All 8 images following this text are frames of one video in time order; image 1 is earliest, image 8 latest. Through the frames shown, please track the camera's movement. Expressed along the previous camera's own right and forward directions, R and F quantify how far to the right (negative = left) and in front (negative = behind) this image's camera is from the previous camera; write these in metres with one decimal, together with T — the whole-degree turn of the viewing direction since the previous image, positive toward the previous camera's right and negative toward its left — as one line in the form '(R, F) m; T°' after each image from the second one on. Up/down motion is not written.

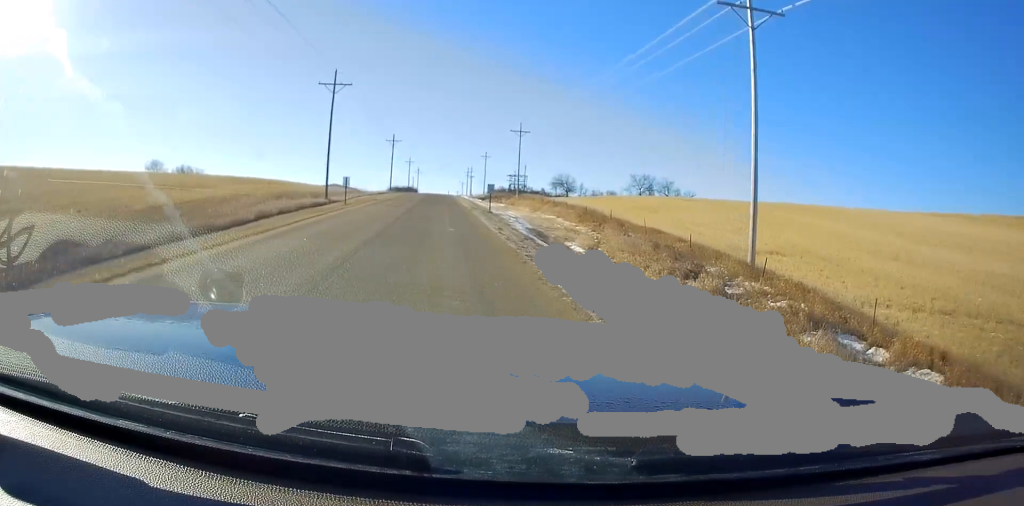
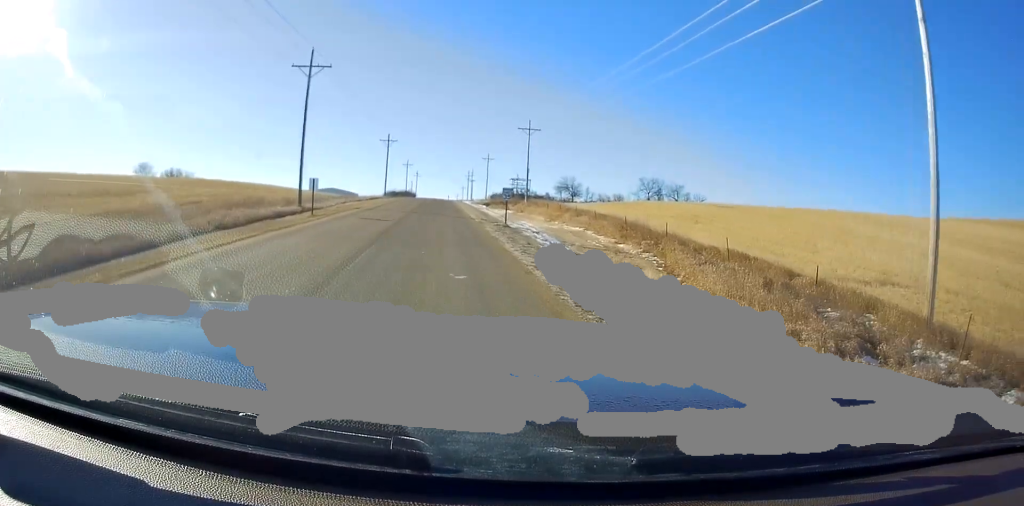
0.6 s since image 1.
(0.0, +9.8) m; 0°
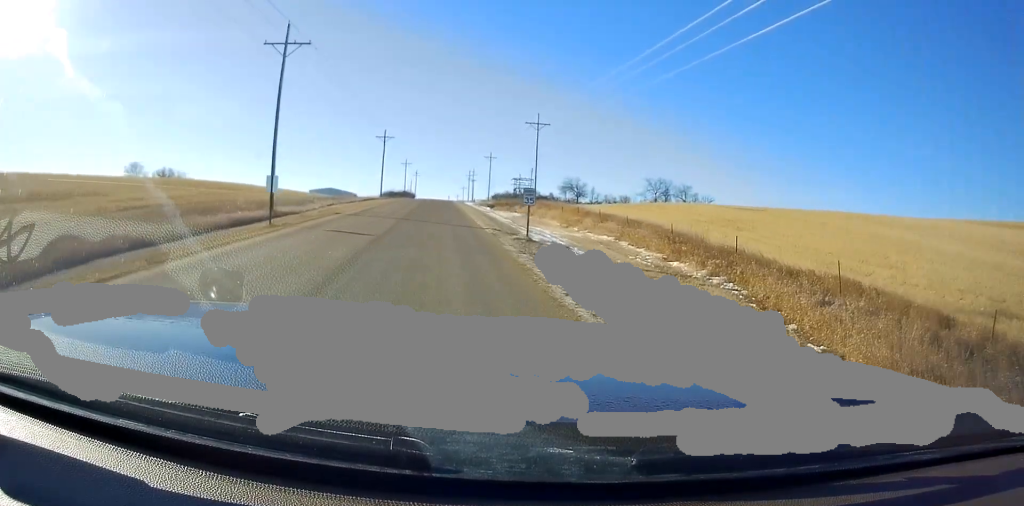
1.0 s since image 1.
(0.0, +7.2) m; 0°
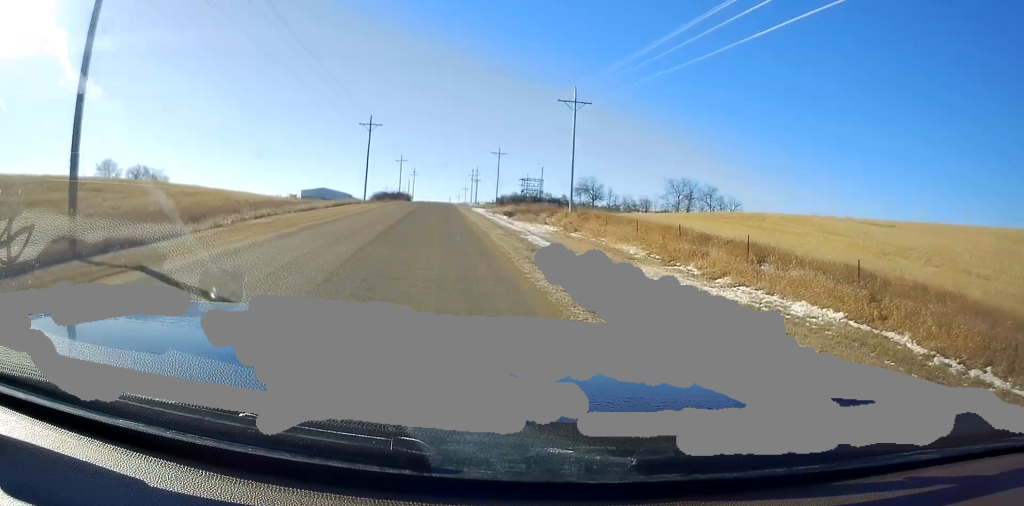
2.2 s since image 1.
(-0.2, +20.2) m; -1°
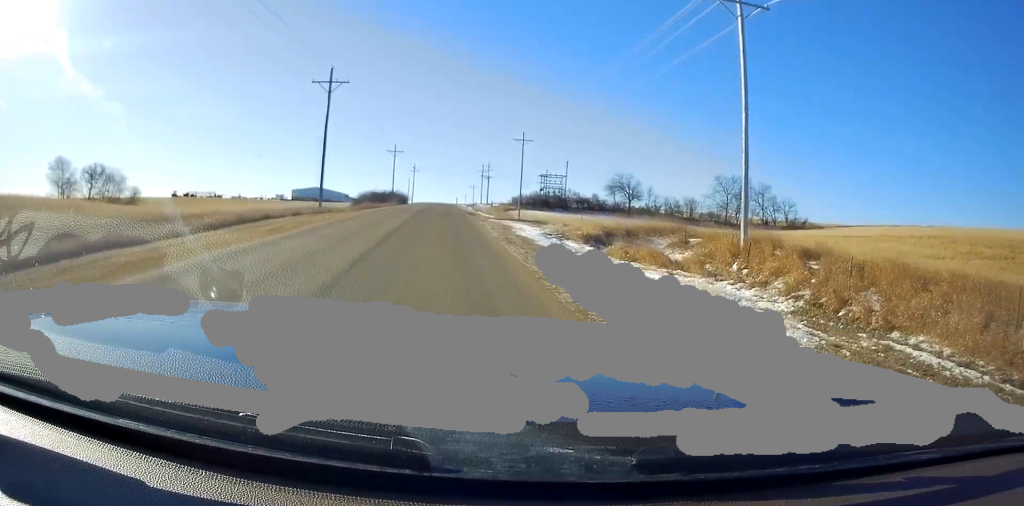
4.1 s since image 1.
(+0.2, +30.3) m; +1°
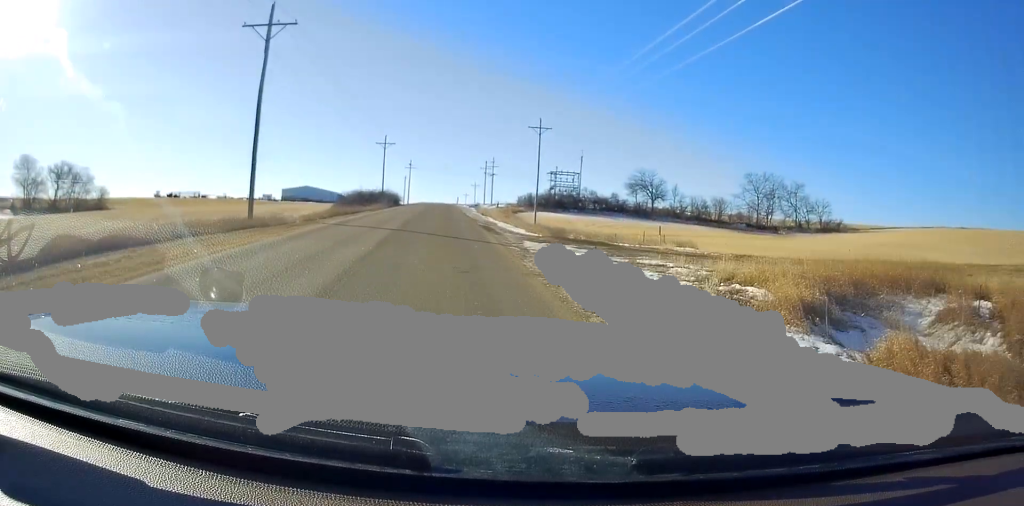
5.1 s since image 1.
(0.0, +16.6) m; 0°
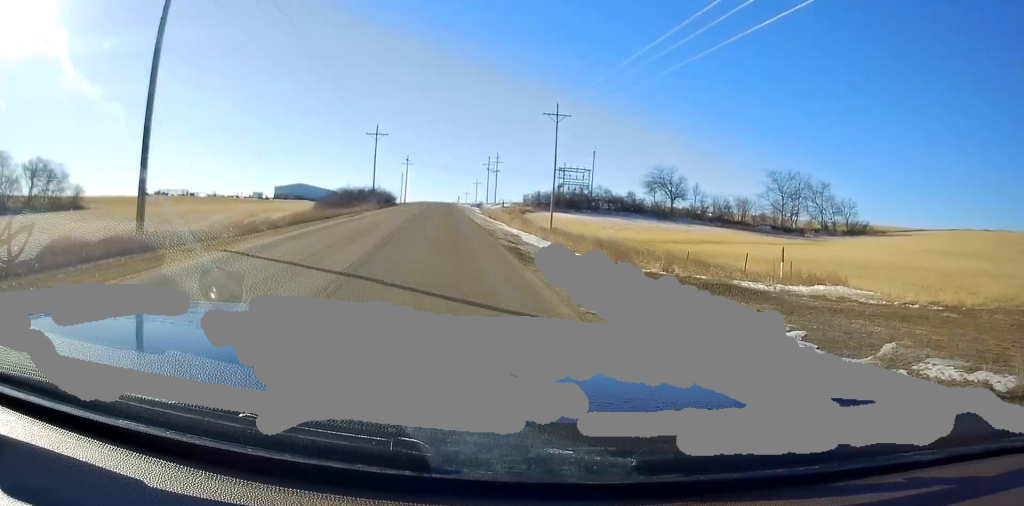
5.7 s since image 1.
(0.0, +11.2) m; 0°
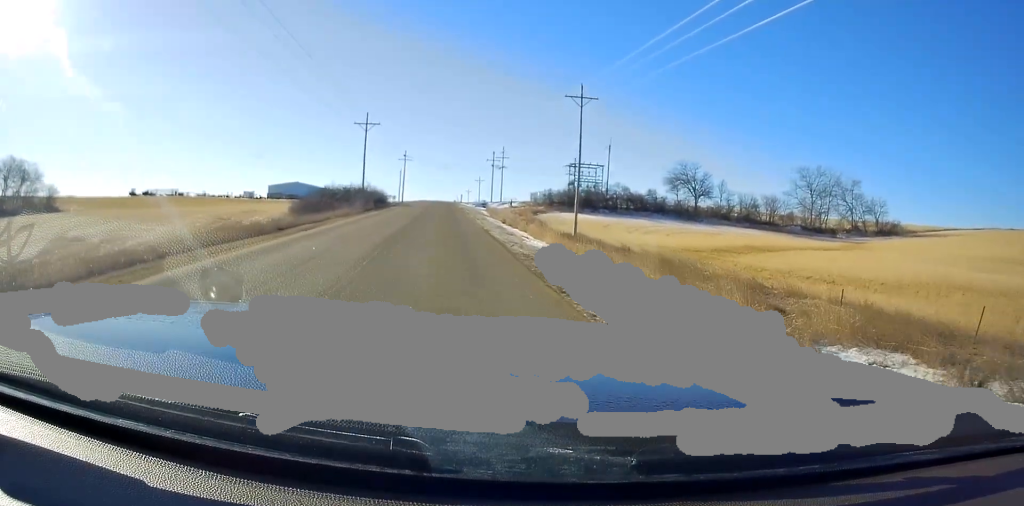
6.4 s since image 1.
(0.0, +11.0) m; 0°
